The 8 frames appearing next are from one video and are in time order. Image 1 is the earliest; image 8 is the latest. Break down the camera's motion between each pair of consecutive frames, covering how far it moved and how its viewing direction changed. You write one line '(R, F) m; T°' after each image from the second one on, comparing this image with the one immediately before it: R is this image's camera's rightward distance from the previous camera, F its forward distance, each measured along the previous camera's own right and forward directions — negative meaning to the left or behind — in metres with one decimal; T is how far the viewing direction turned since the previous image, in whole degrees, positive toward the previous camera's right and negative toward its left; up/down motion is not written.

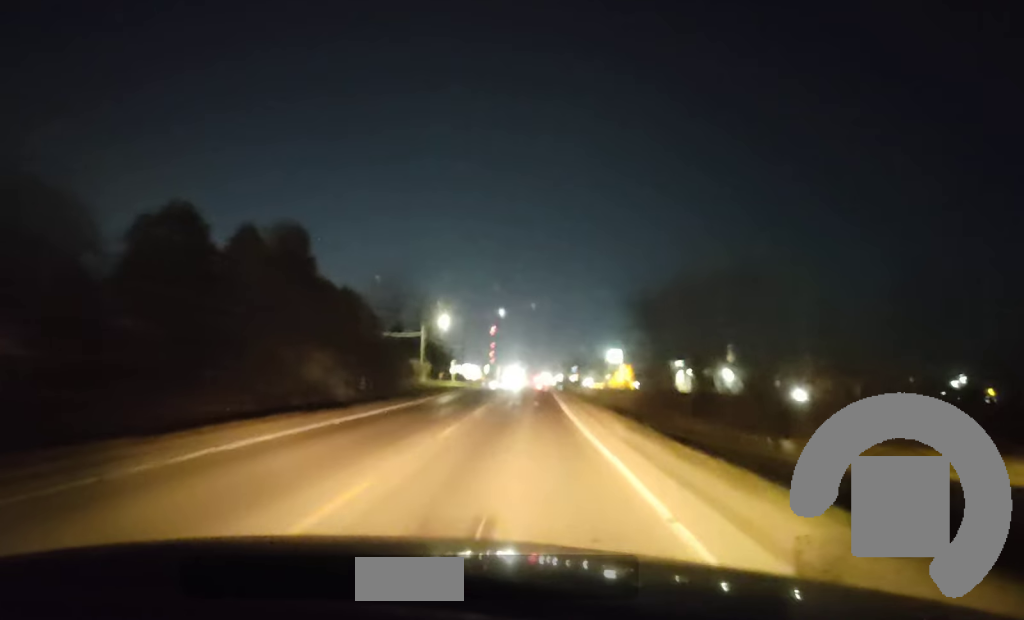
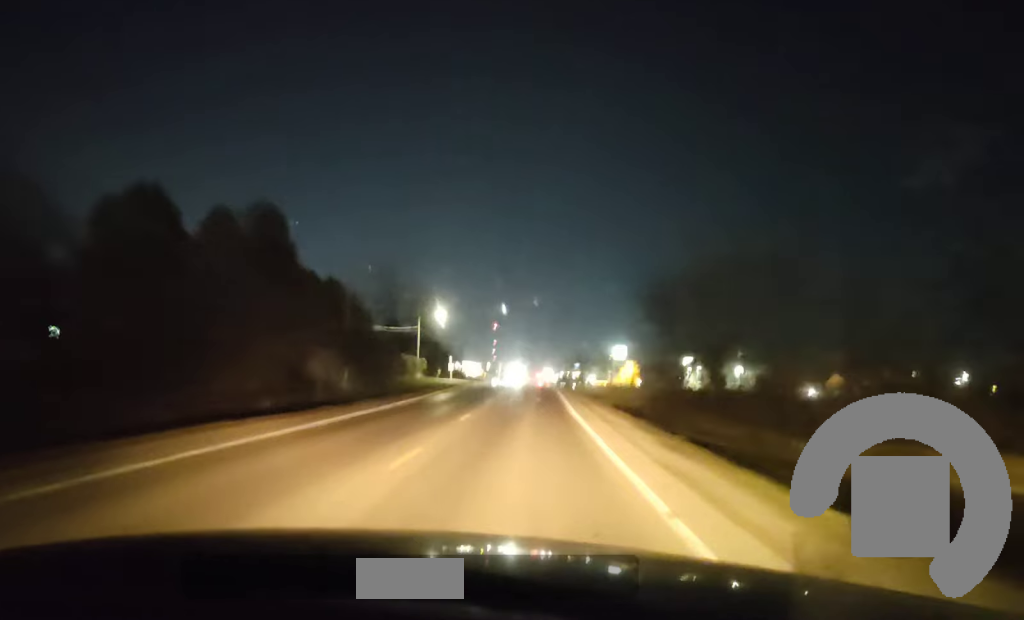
(0.0, +6.9) m; 0°
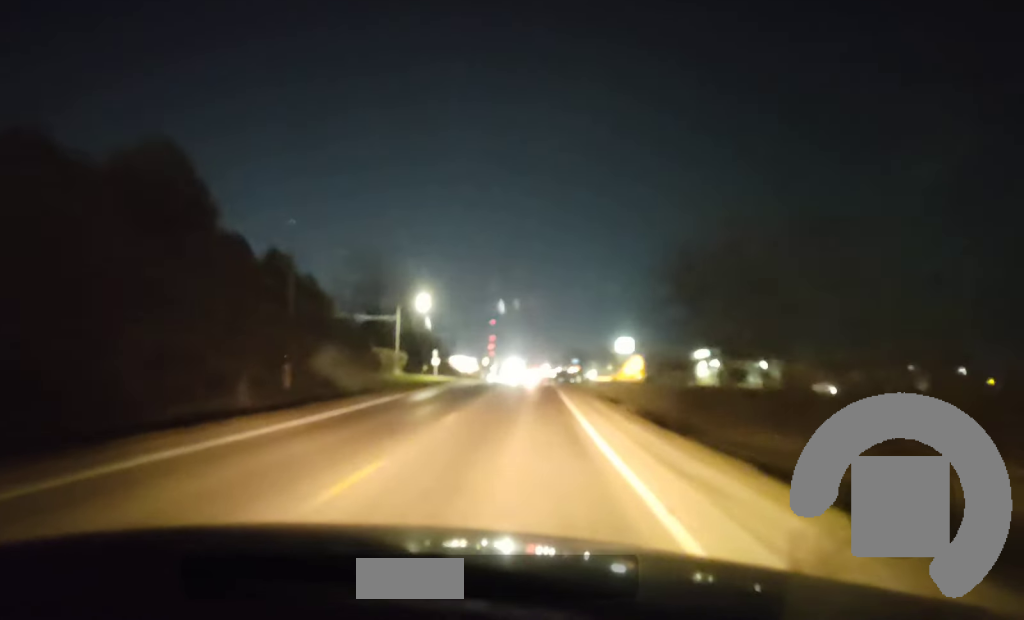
(0.0, +14.7) m; 0°
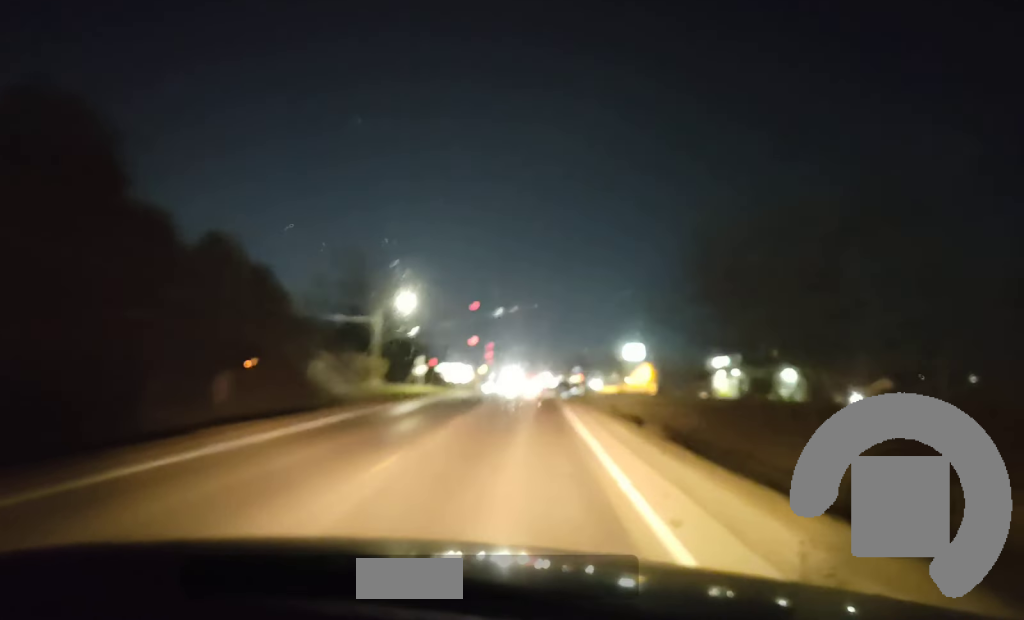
(-0.1, +9.6) m; +1°
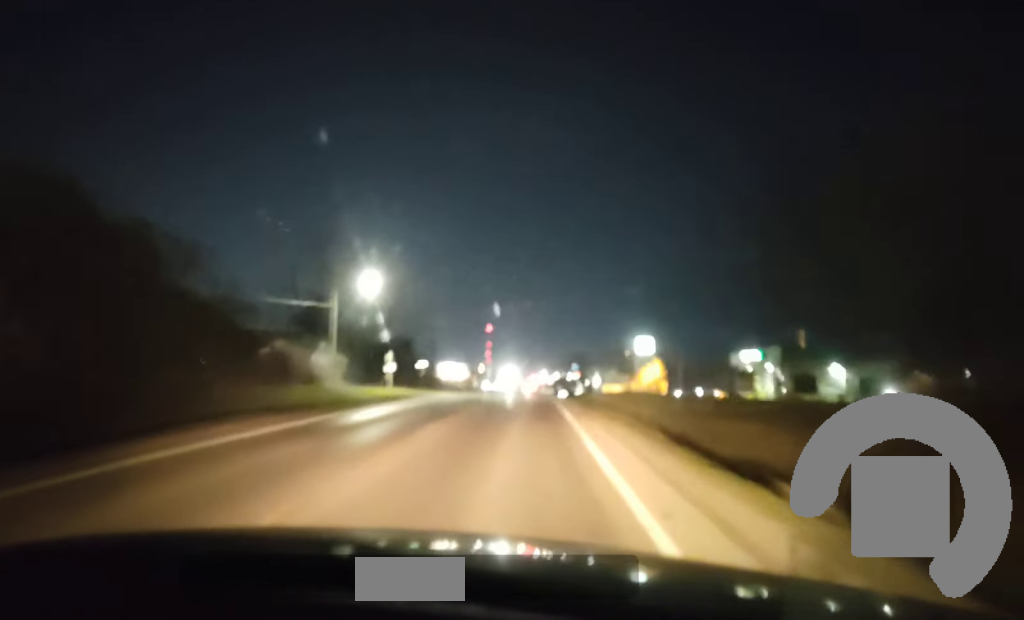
(+0.3, +18.3) m; +1°
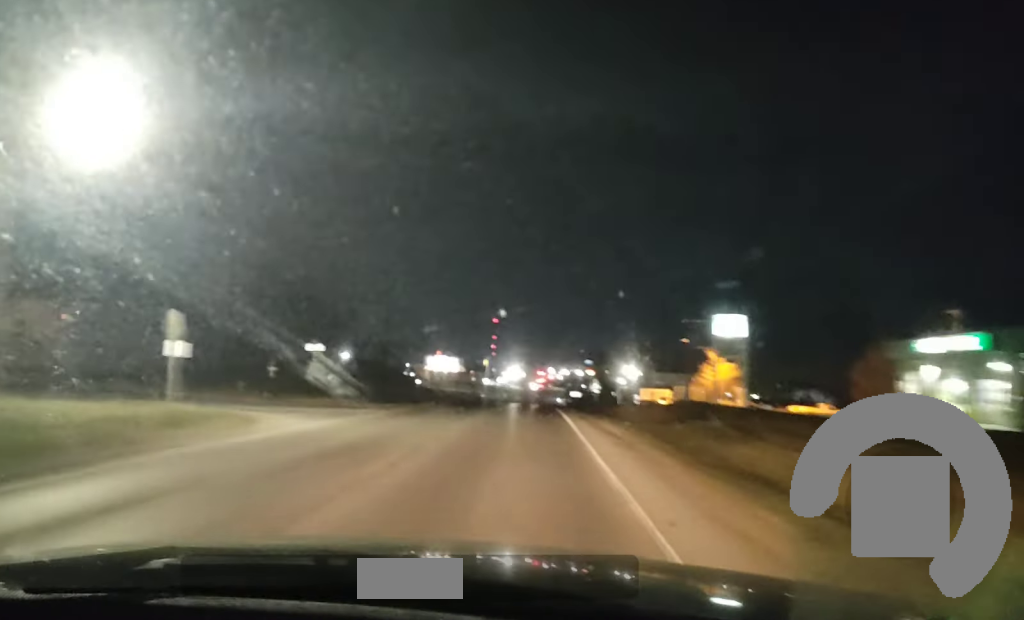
(-0.5, +41.4) m; 0°
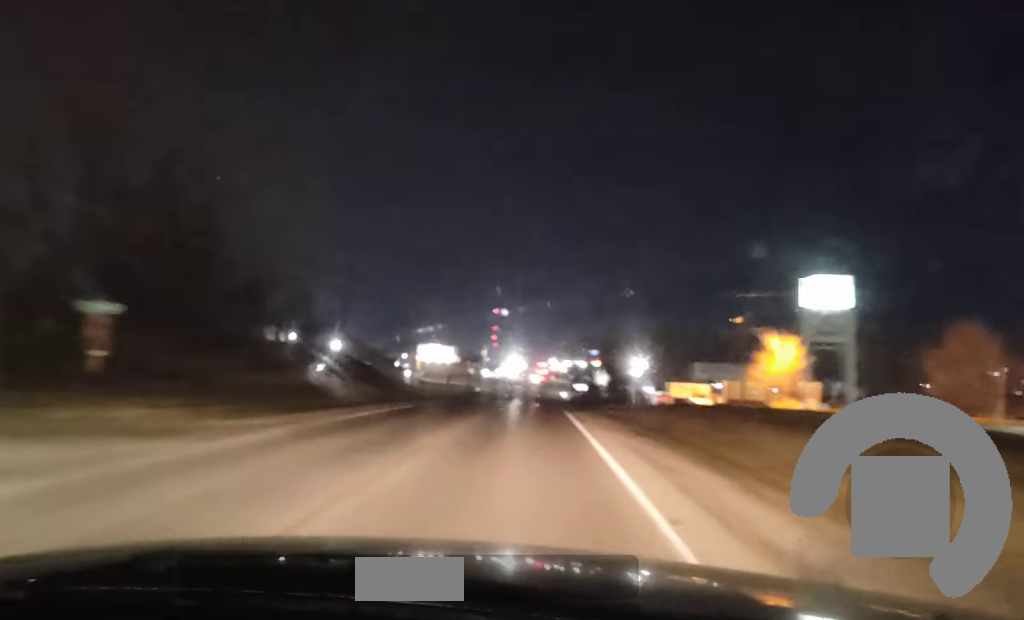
(0.0, +21.4) m; 0°
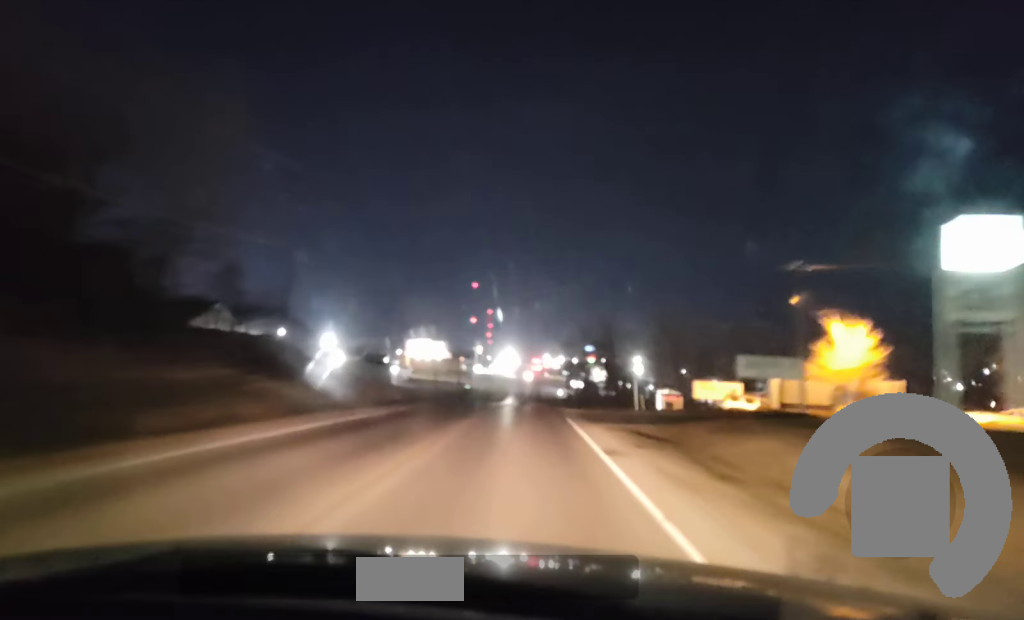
(-0.1, +15.4) m; 0°
